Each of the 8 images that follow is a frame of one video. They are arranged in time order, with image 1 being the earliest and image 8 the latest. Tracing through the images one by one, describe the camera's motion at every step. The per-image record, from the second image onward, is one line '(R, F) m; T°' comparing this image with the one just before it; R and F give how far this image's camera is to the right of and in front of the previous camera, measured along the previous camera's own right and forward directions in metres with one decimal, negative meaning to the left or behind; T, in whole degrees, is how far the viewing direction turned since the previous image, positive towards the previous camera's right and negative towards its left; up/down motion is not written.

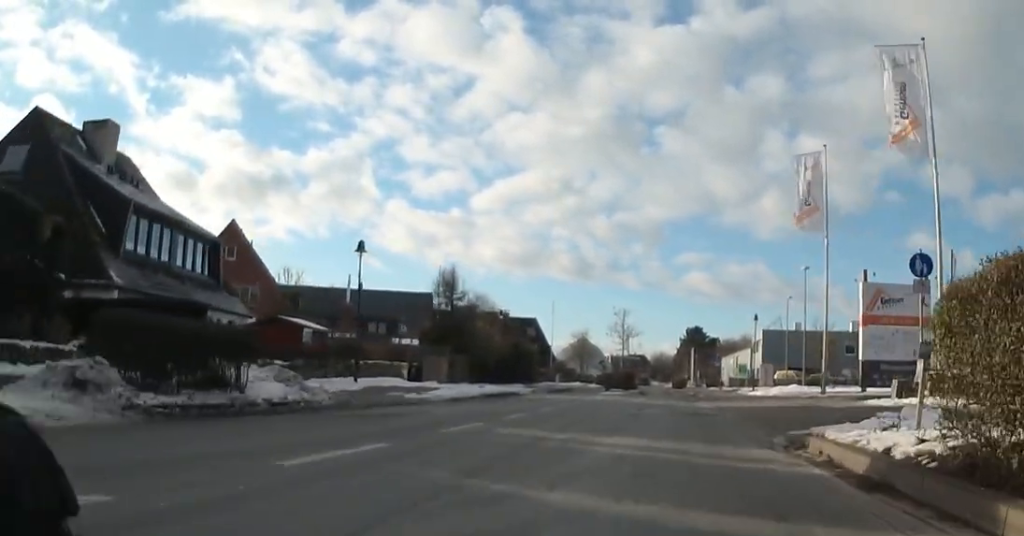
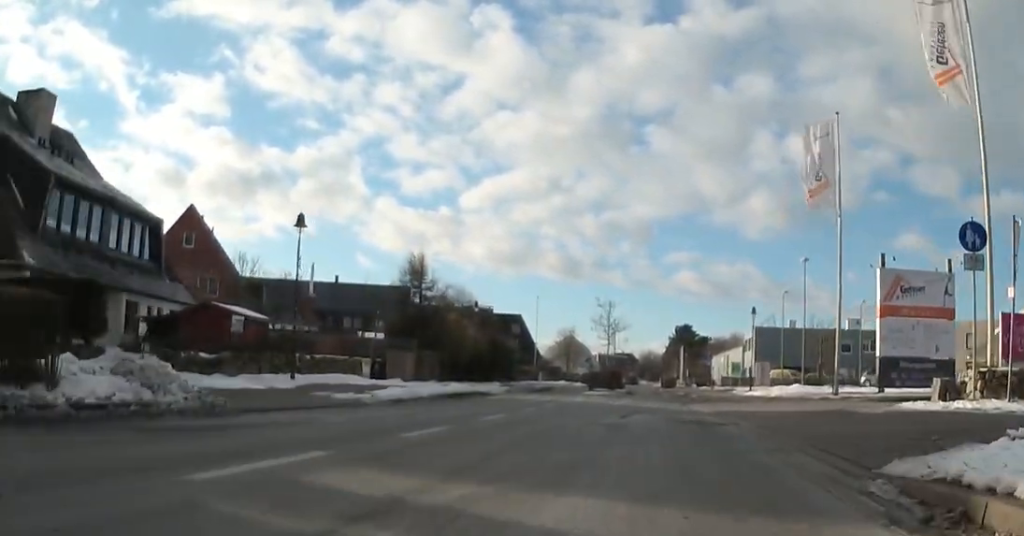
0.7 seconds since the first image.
(-0.8, +4.1) m; 0°
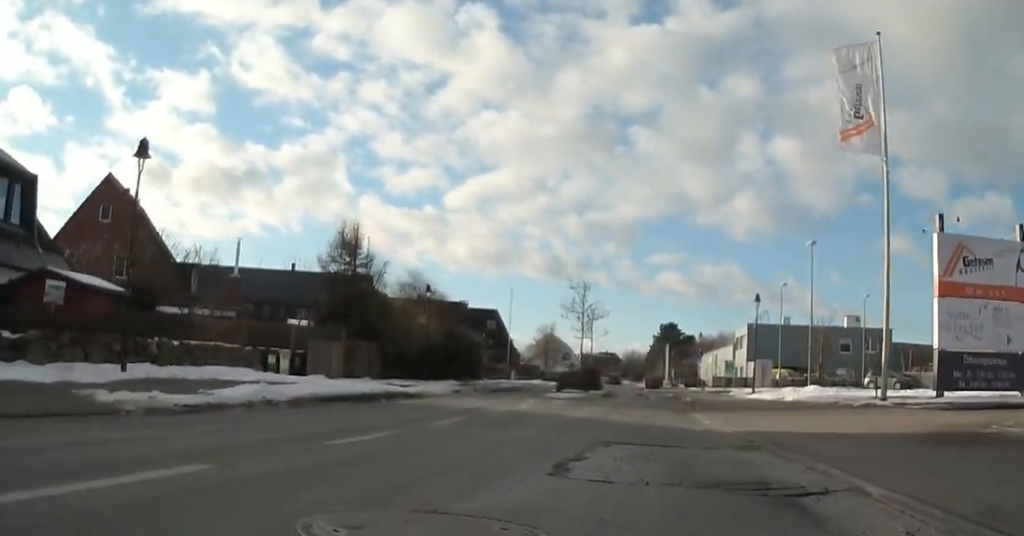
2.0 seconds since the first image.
(+1.4, +7.3) m; 0°
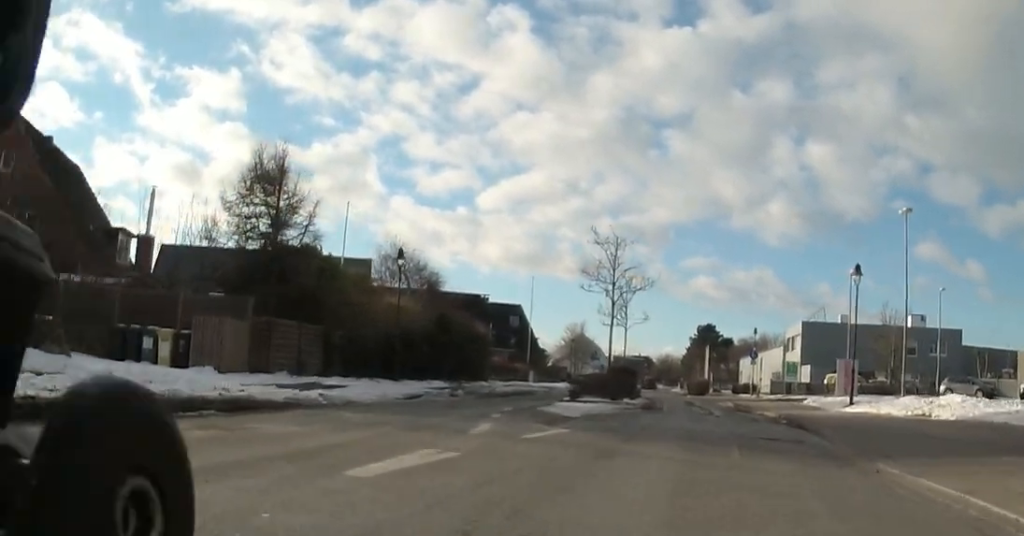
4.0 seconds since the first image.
(-0.6, +11.1) m; +1°
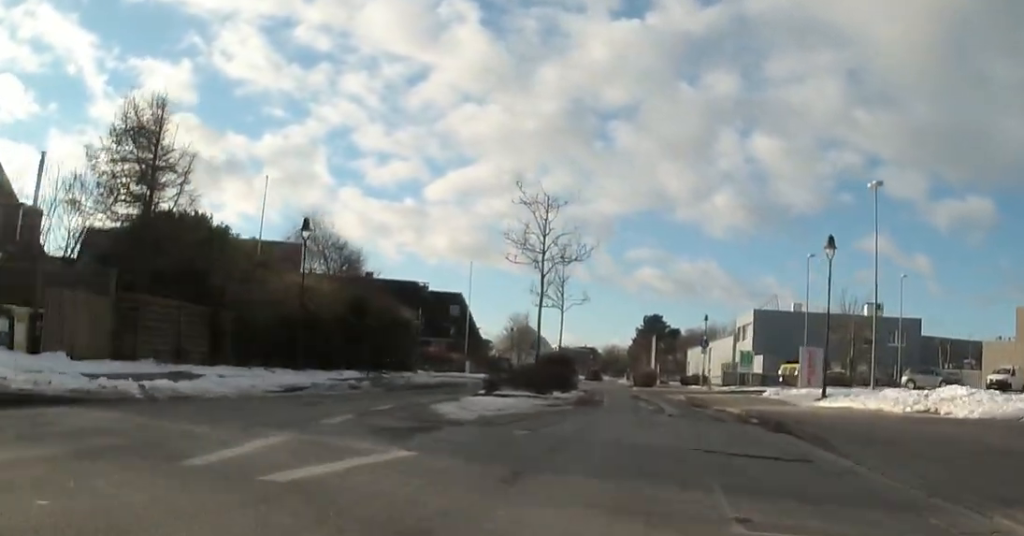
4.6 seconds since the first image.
(+0.4, +3.8) m; +1°
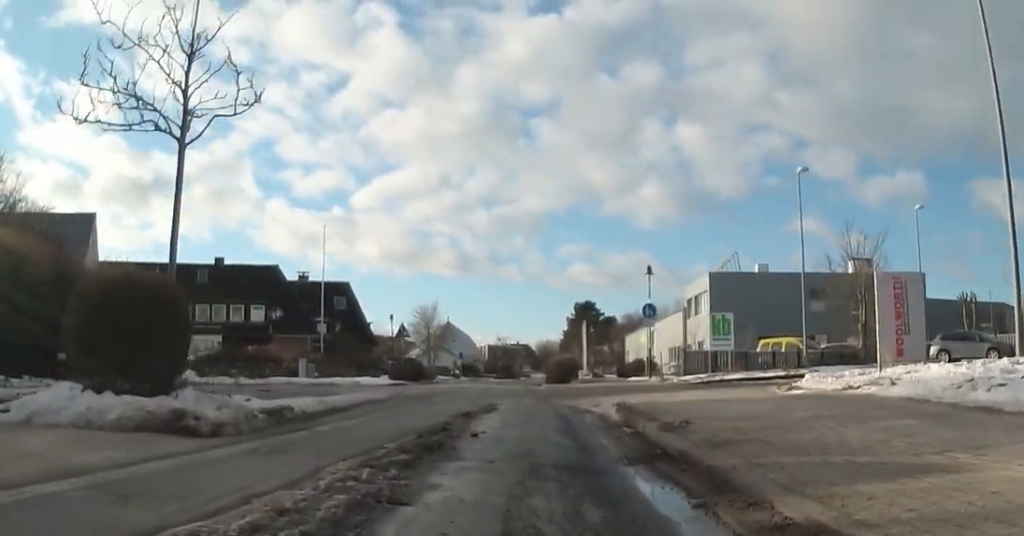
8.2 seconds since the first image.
(+1.2, +18.9) m; 0°
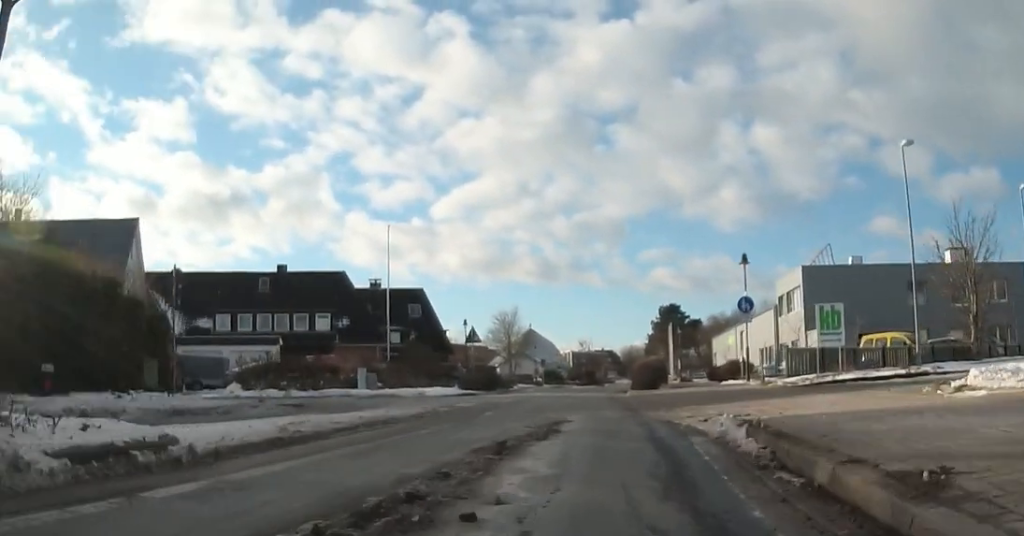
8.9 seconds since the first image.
(-0.5, +3.7) m; -1°
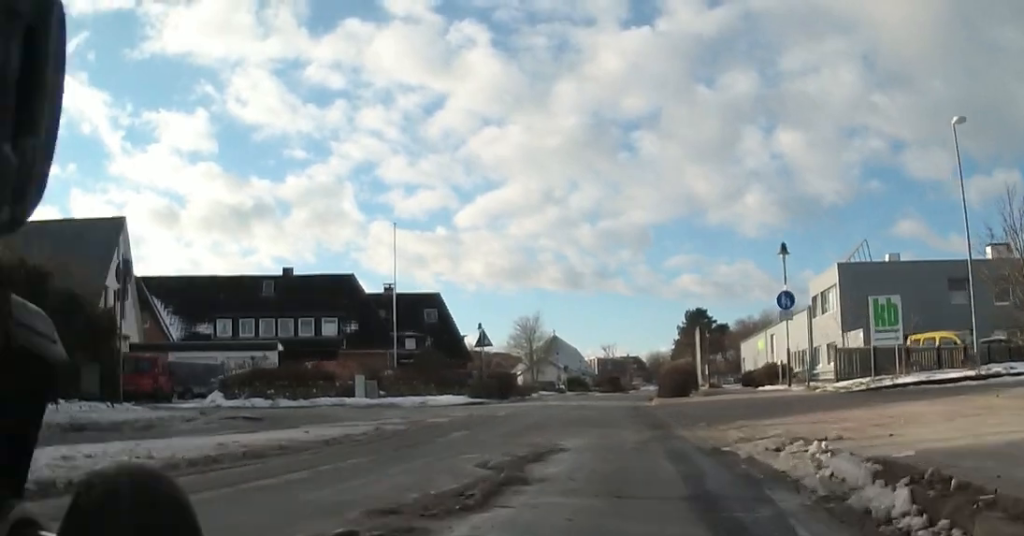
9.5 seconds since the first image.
(-0.5, +3.3) m; 0°
